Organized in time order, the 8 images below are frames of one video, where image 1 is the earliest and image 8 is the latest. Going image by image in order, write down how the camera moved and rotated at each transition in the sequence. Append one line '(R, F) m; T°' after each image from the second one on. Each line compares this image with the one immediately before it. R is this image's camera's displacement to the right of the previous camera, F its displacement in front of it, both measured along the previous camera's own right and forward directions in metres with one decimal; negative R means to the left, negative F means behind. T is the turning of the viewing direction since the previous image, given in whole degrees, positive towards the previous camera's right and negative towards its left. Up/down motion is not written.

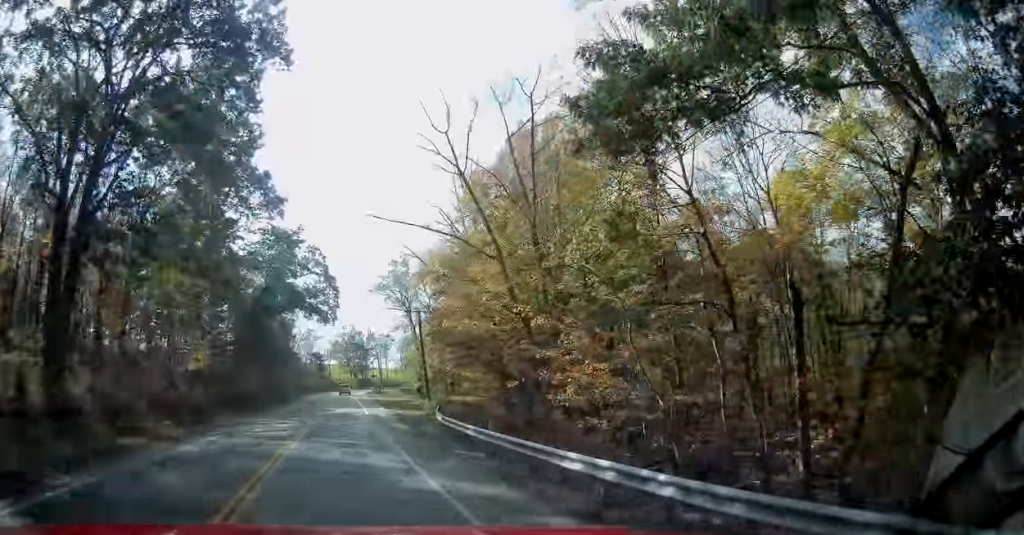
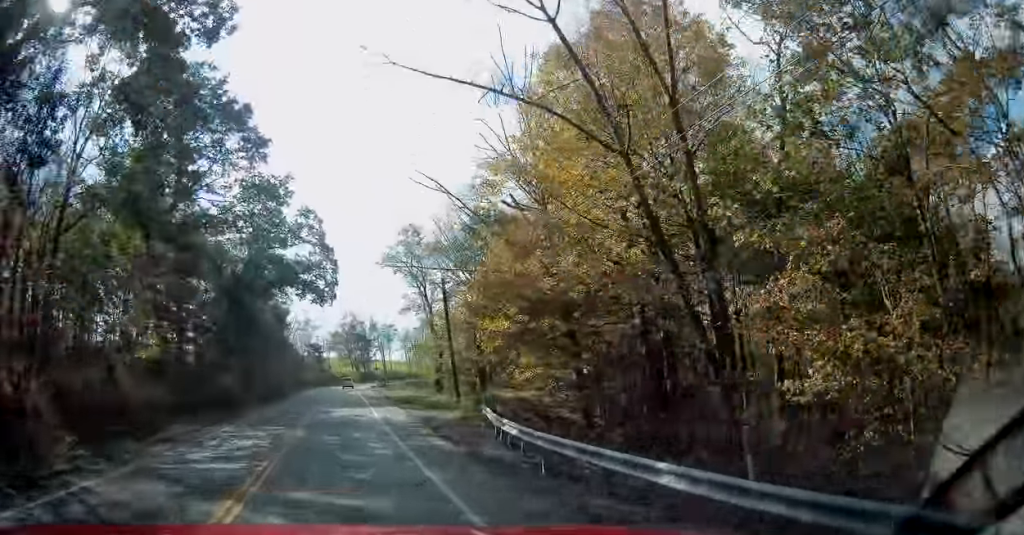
(-0.2, +11.4) m; 0°
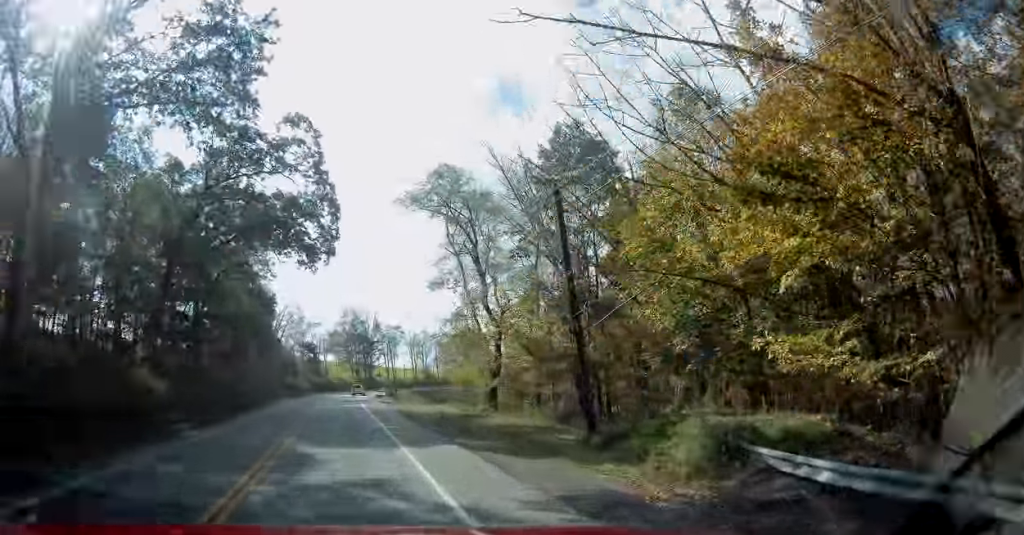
(+0.2, +19.2) m; -1°
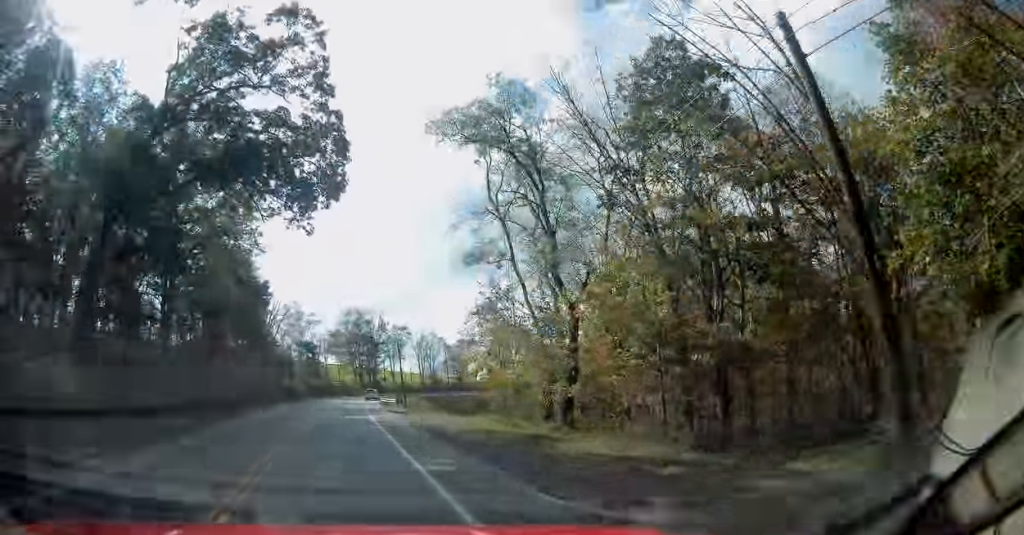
(-0.3, +10.7) m; -1°
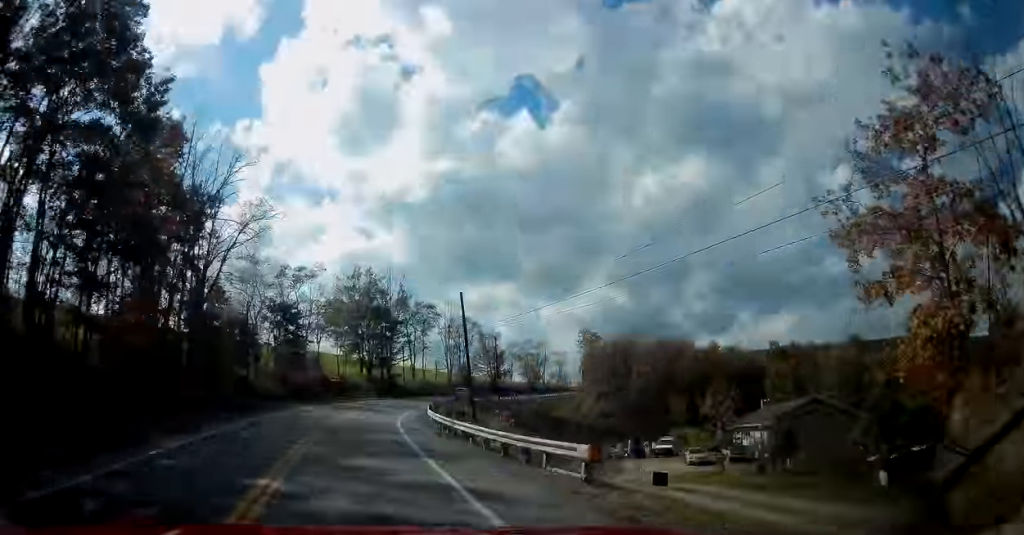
(0.0, +41.0) m; +2°
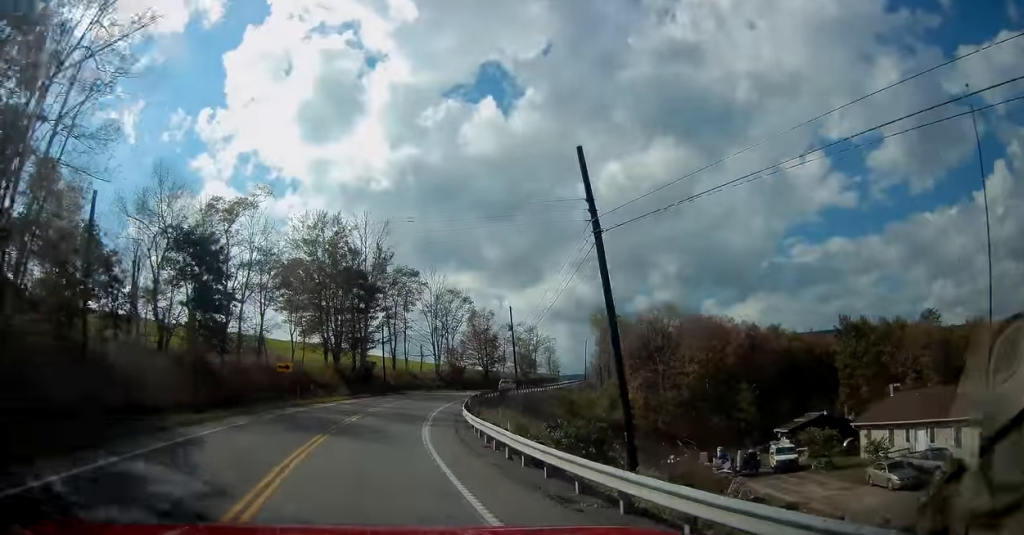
(+0.8, +24.8) m; +6°
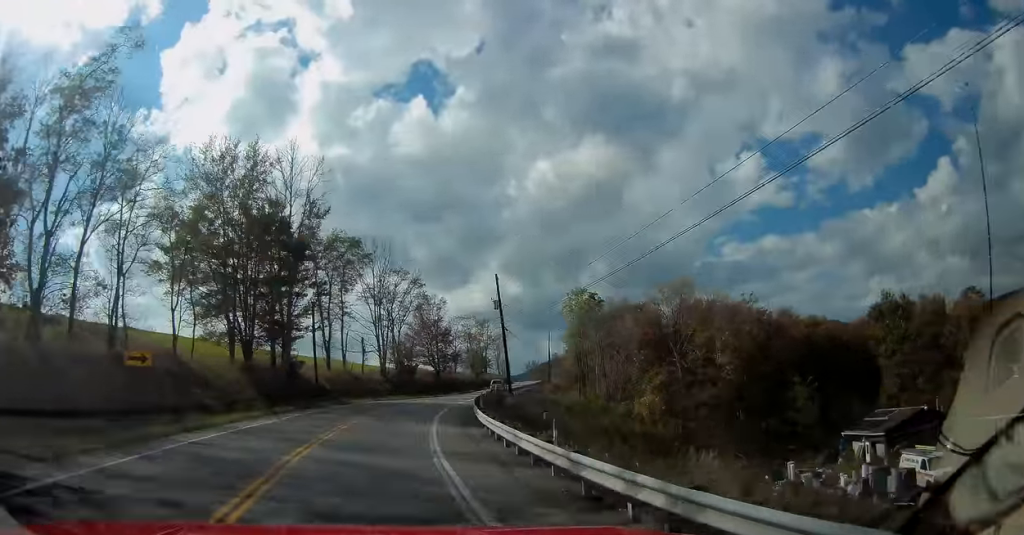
(+1.2, +20.2) m; +9°
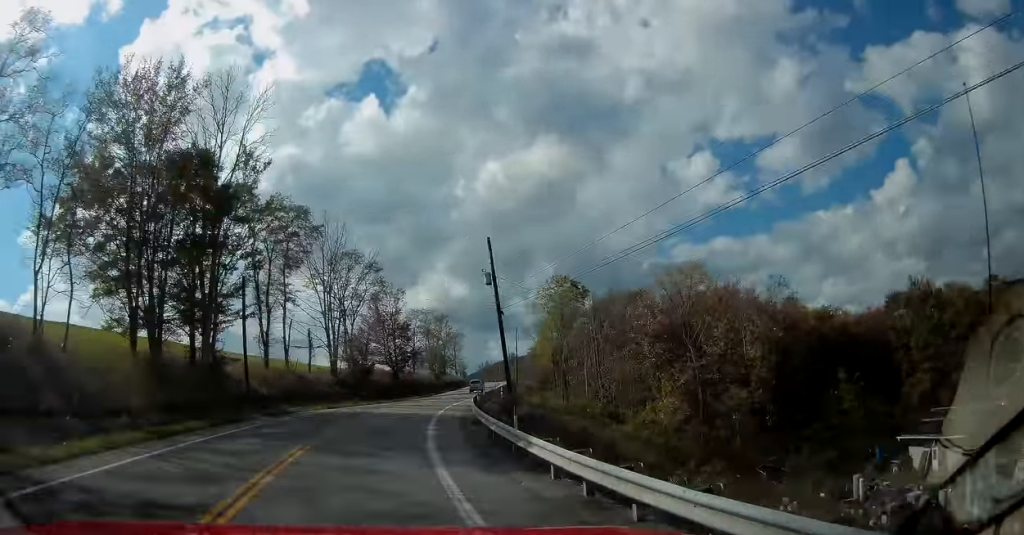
(+1.0, +11.8) m; +6°
